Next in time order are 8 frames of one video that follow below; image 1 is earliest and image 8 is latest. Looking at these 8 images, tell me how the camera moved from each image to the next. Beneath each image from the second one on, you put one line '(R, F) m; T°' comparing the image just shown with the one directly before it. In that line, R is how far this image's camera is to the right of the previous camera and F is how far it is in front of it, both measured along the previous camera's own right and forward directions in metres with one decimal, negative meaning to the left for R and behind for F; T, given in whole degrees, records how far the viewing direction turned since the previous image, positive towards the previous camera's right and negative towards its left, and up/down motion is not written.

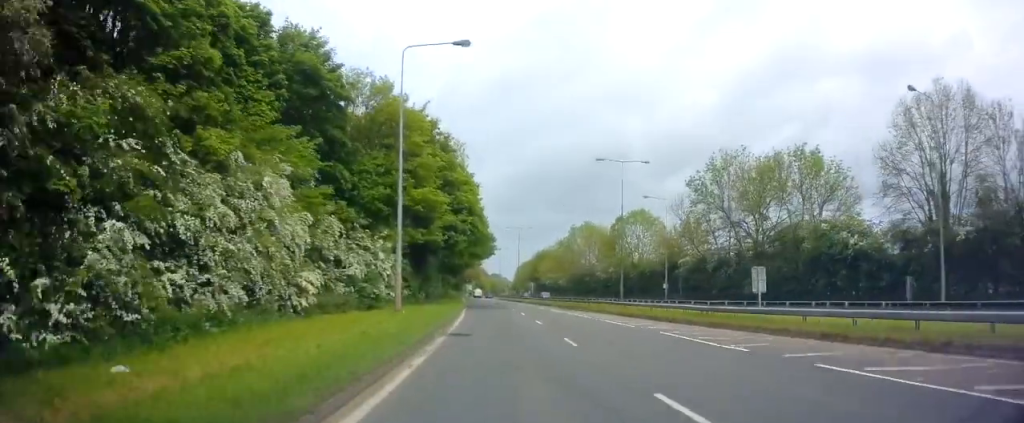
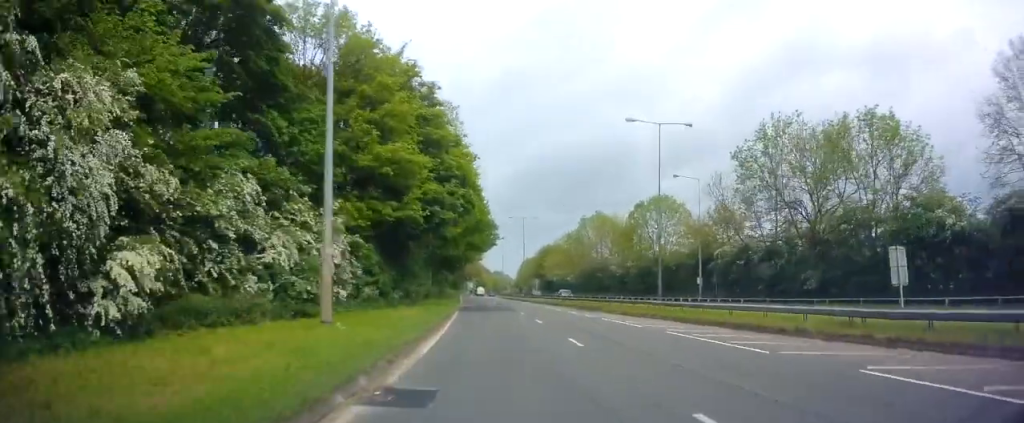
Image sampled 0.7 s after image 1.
(+0.1, +10.4) m; -1°
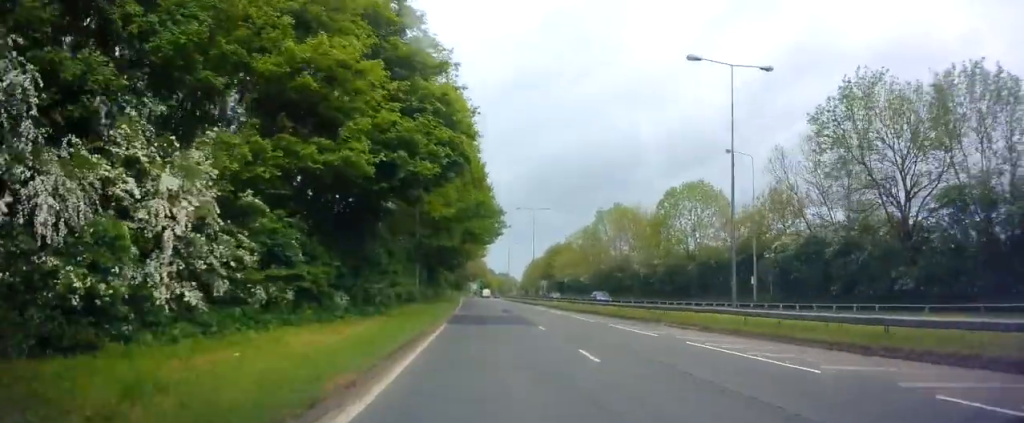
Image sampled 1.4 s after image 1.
(-0.3, +11.1) m; -1°
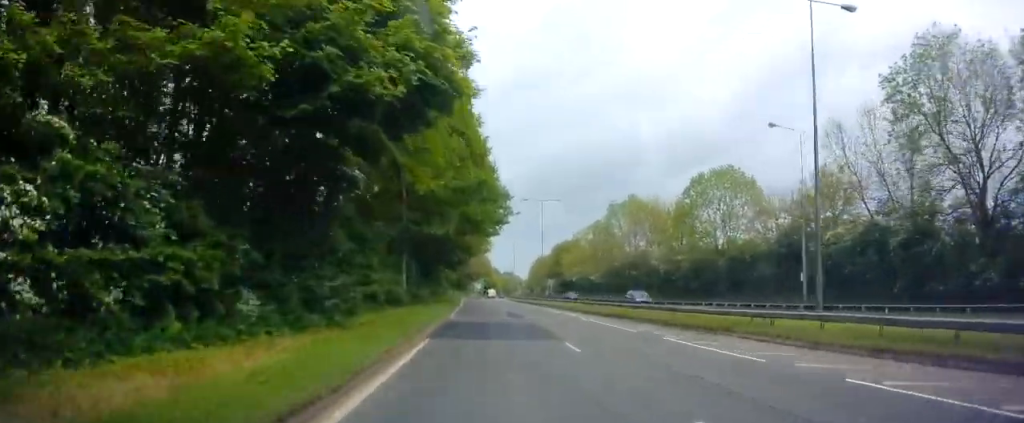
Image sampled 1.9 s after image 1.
(-0.1, +7.1) m; 0°
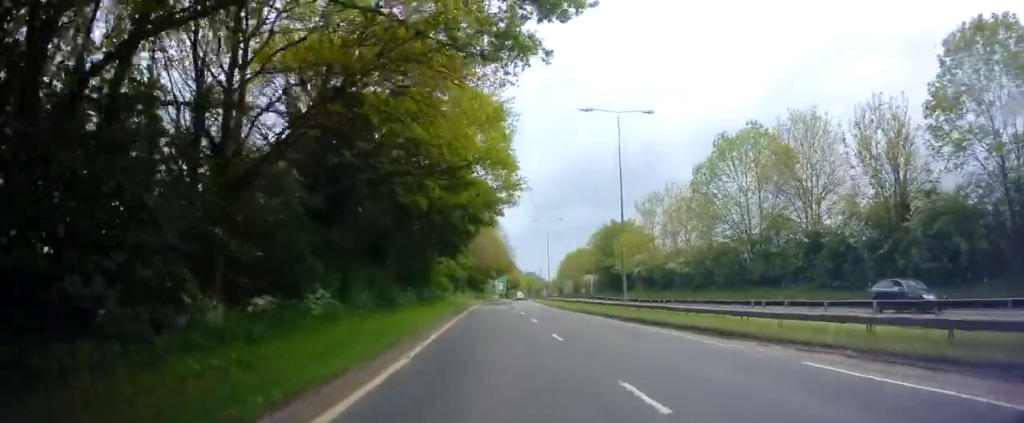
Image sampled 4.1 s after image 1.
(+0.5, +33.9) m; 0°
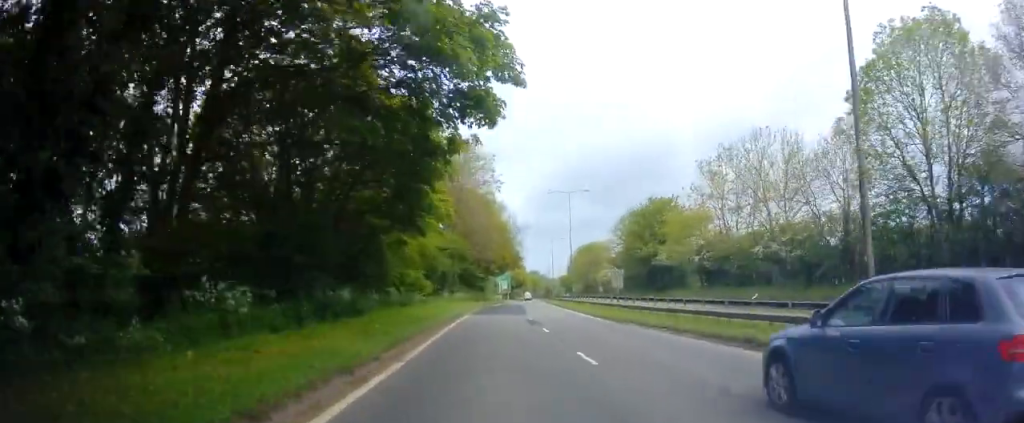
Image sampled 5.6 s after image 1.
(-0.3, +23.4) m; -2°
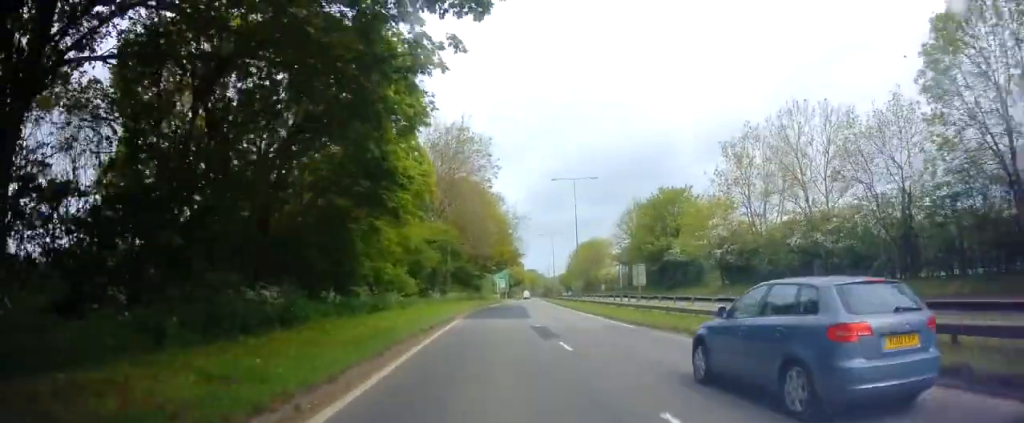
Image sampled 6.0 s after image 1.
(0.0, +6.4) m; 0°
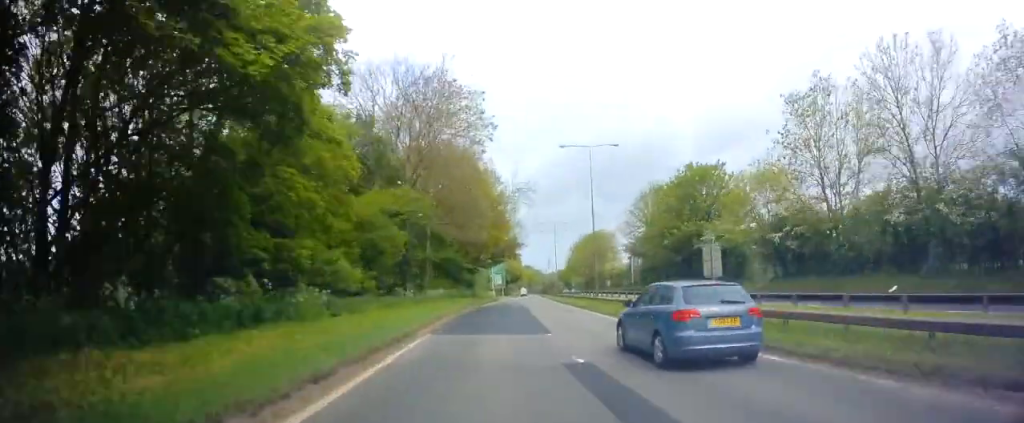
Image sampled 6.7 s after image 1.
(-0.2, +11.7) m; 0°
